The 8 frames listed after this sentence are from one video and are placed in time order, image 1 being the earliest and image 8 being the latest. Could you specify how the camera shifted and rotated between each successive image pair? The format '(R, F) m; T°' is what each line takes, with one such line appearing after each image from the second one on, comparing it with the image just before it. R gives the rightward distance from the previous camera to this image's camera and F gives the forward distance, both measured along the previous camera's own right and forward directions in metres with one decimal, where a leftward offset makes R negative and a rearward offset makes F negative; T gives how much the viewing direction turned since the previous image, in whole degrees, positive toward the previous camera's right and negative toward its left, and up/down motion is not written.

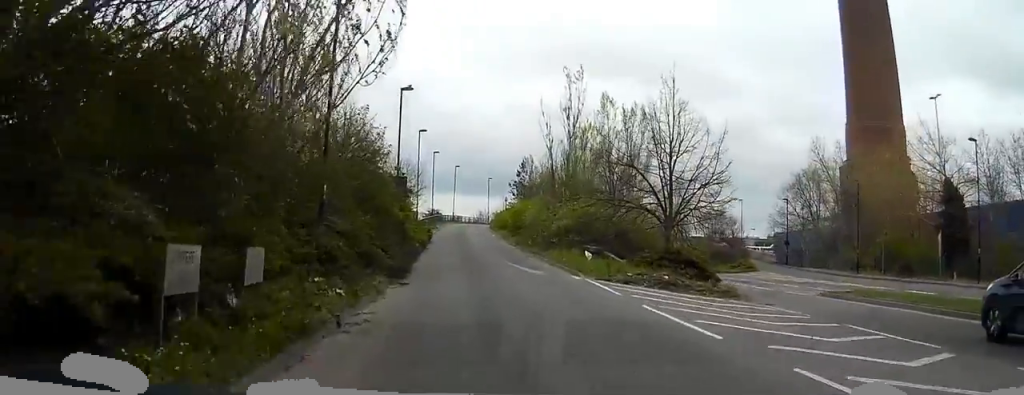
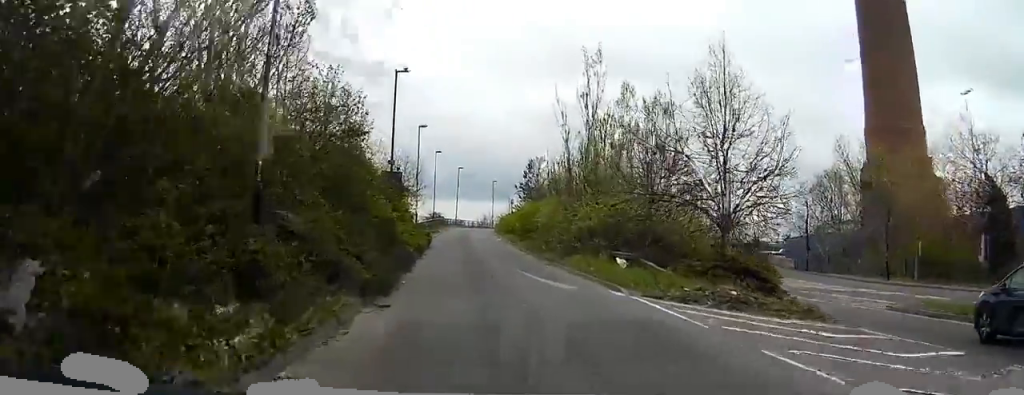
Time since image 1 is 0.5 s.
(-0.1, +5.4) m; -1°
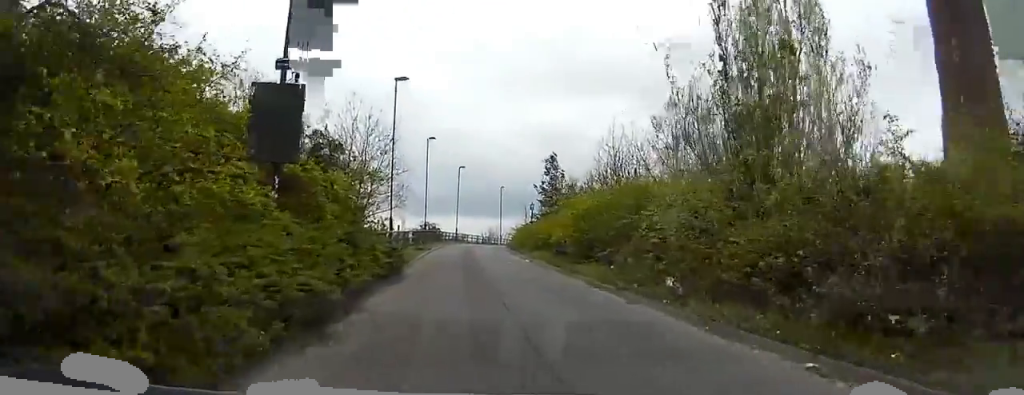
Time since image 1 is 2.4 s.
(-0.9, +21.3) m; -3°
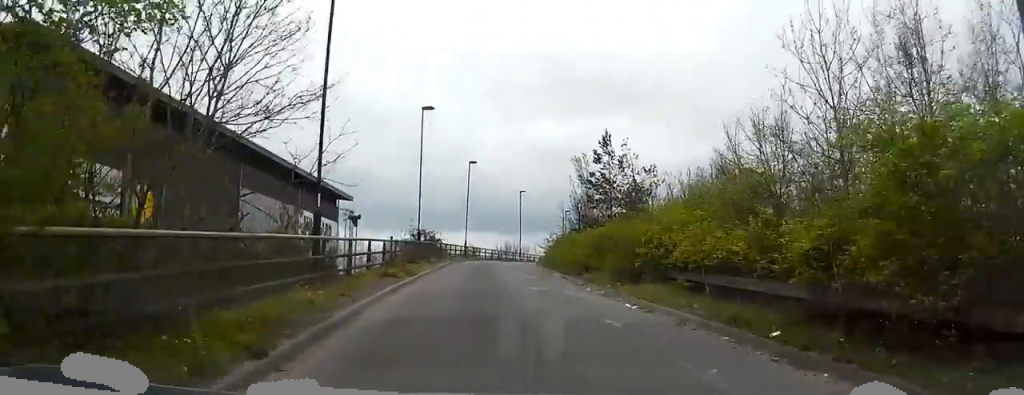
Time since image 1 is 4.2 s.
(+0.3, +19.6) m; +2°
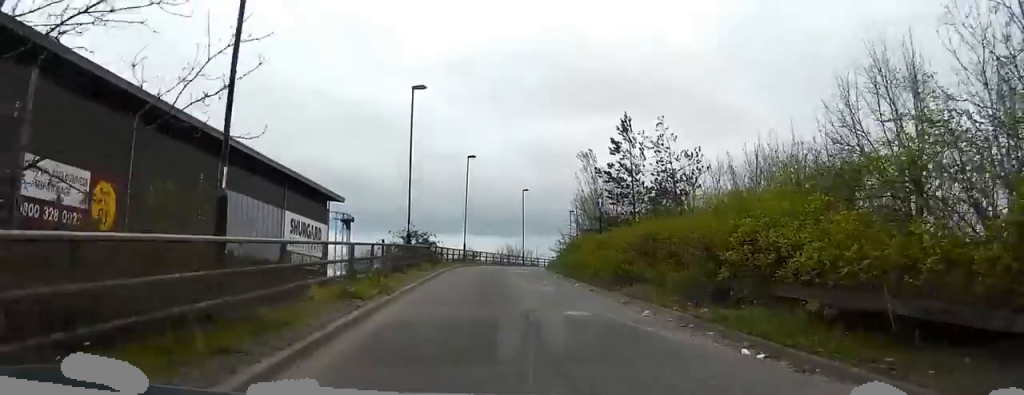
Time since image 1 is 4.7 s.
(0.0, +6.3) m; 0°
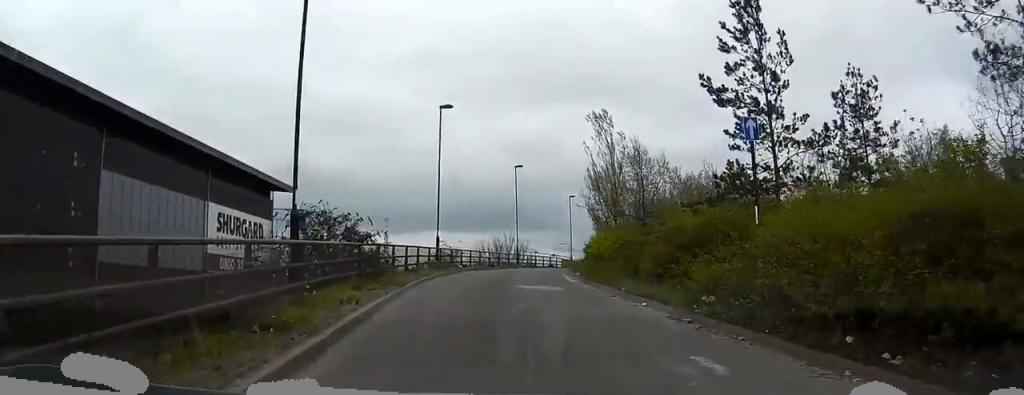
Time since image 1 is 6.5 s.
(+0.2, +19.2) m; +2°
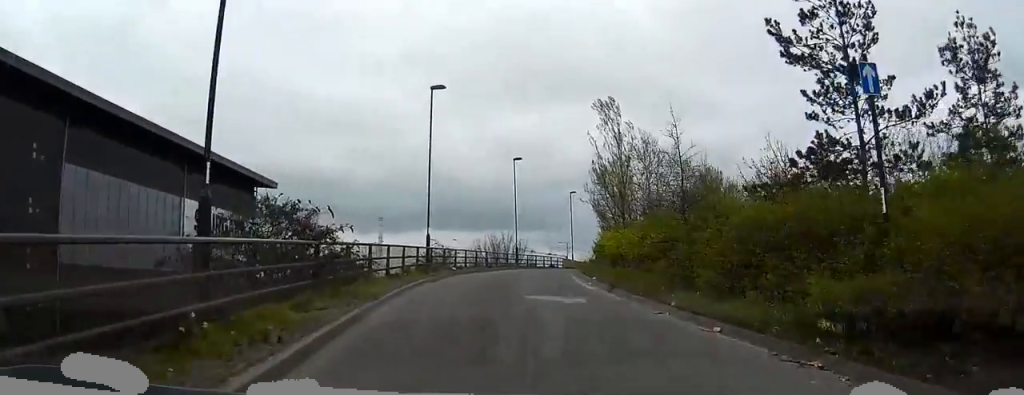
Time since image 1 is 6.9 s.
(+0.1, +4.6) m; +1°
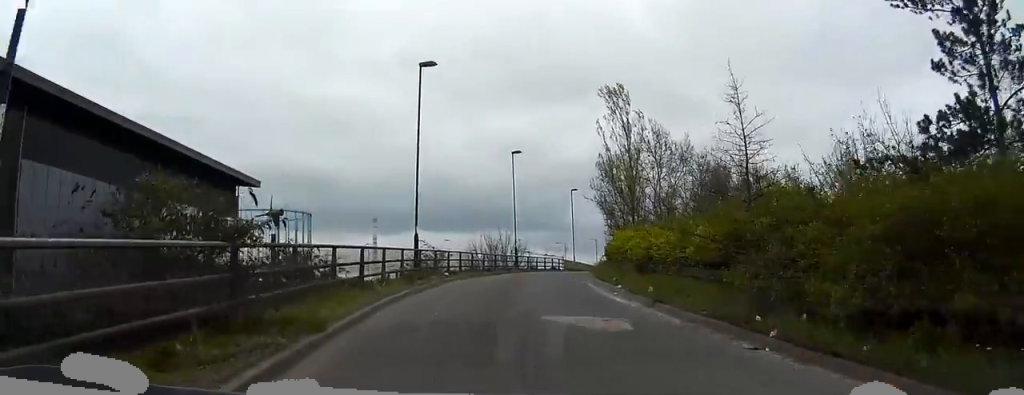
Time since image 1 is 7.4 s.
(0.0, +4.6) m; +1°
